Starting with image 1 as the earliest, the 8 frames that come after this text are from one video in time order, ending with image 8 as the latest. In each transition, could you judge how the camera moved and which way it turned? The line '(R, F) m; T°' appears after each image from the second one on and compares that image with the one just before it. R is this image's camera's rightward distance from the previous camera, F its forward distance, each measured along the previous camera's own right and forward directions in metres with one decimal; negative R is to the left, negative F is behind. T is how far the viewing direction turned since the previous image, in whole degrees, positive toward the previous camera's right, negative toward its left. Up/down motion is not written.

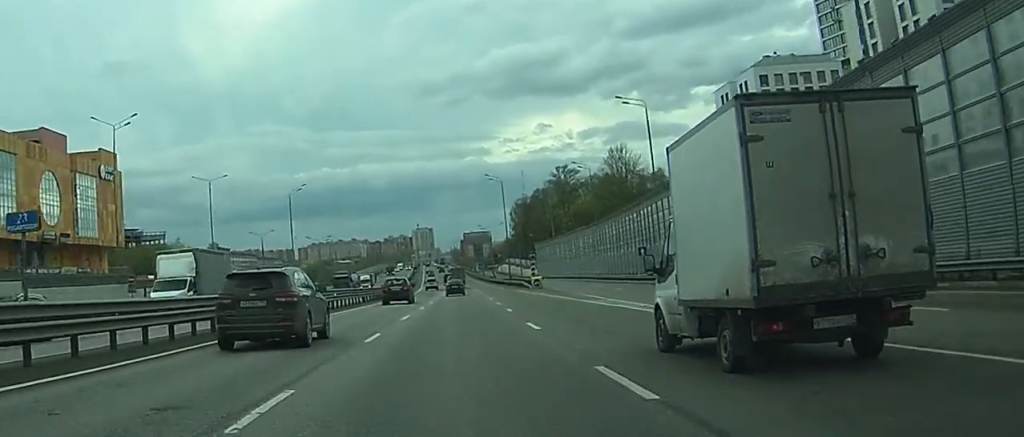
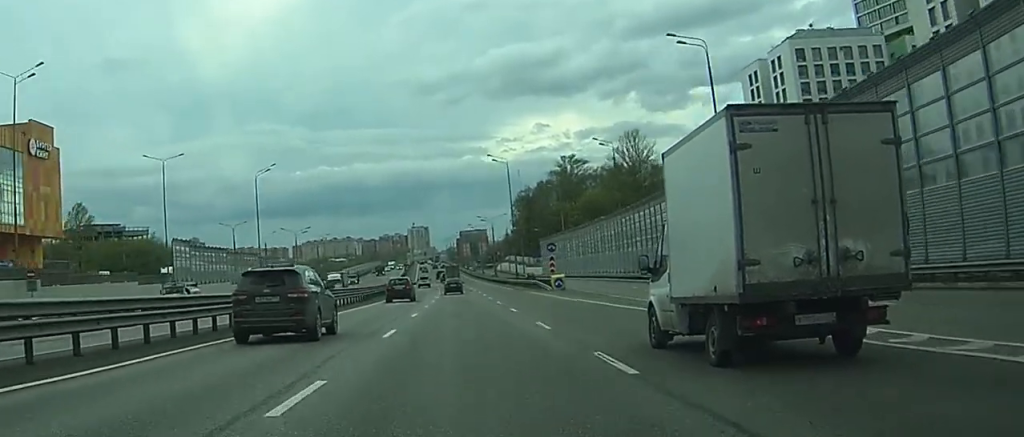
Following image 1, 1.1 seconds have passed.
(+0.1, +19.6) m; +1°
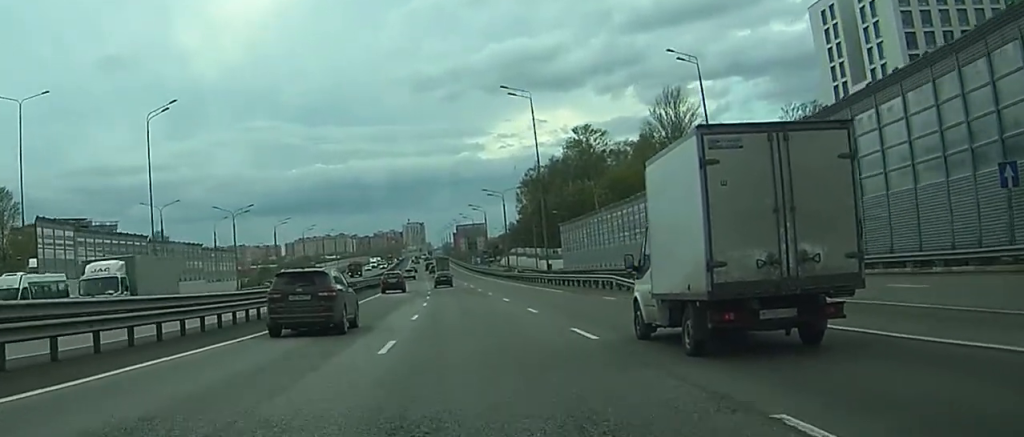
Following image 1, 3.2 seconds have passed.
(+0.6, +37.7) m; 0°
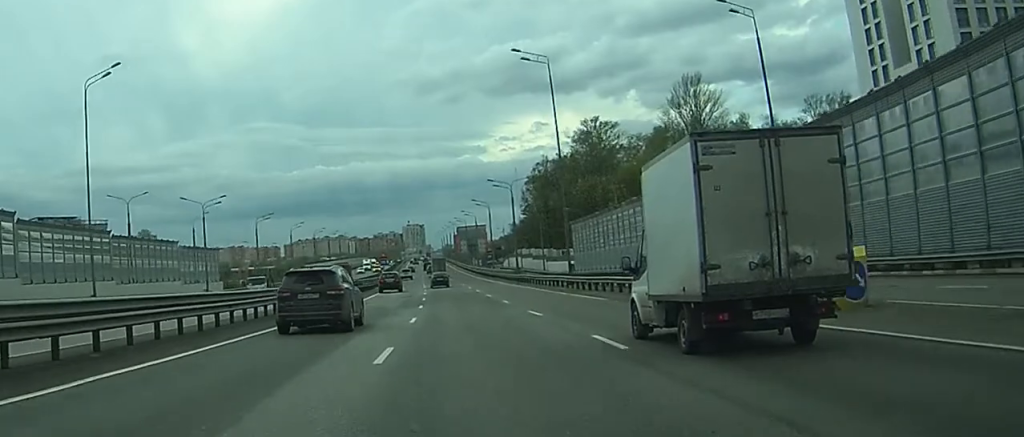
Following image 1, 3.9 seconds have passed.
(-0.2, +12.9) m; -1°
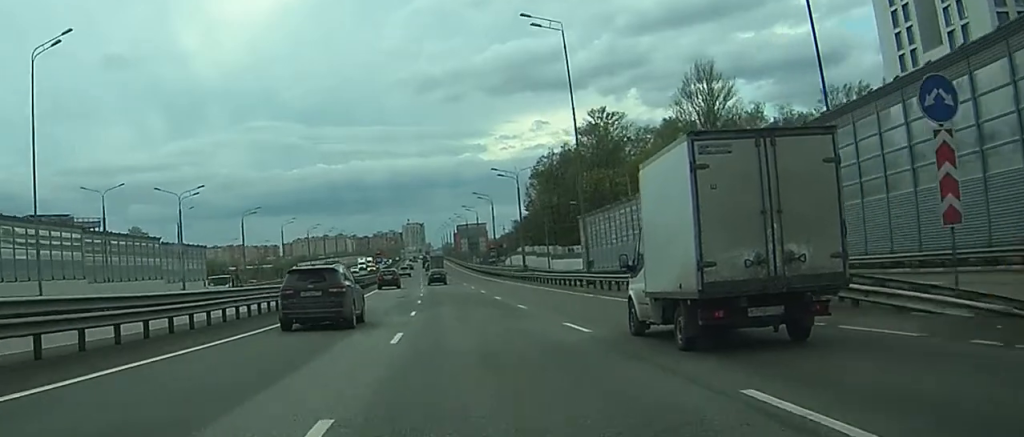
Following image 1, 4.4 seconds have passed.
(-0.1, +8.1) m; -1°
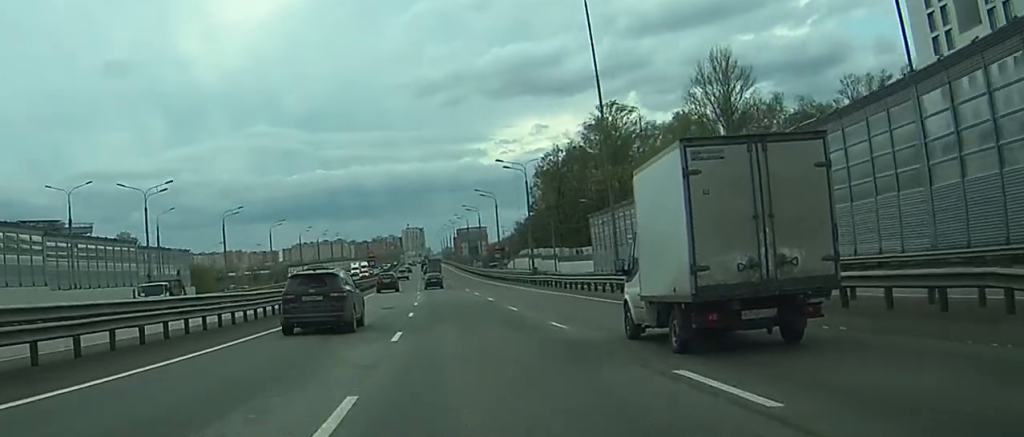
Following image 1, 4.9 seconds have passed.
(-0.1, +9.4) m; -1°
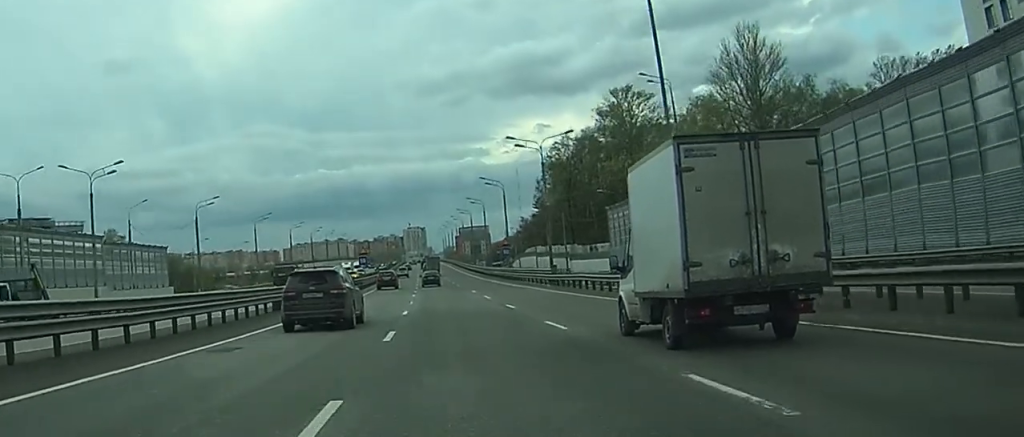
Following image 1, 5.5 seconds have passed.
(+0.1, +12.0) m; -1°
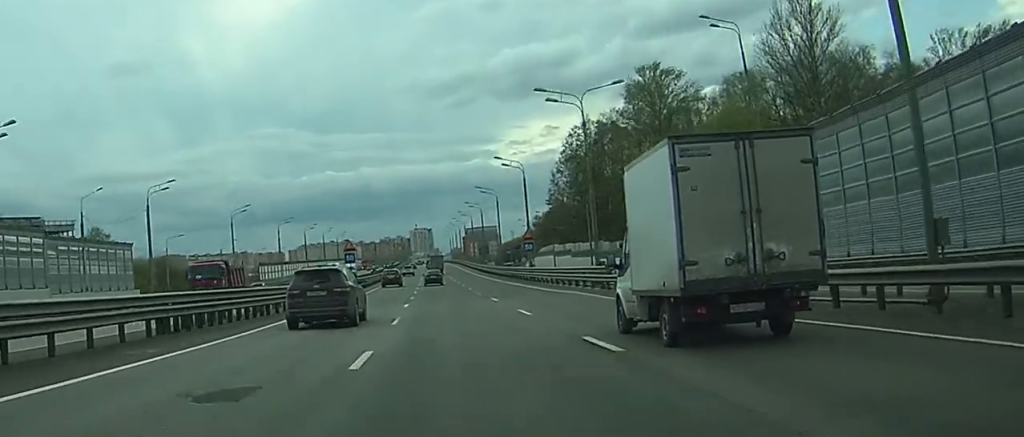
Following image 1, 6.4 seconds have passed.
(-0.2, +17.2) m; -2°
